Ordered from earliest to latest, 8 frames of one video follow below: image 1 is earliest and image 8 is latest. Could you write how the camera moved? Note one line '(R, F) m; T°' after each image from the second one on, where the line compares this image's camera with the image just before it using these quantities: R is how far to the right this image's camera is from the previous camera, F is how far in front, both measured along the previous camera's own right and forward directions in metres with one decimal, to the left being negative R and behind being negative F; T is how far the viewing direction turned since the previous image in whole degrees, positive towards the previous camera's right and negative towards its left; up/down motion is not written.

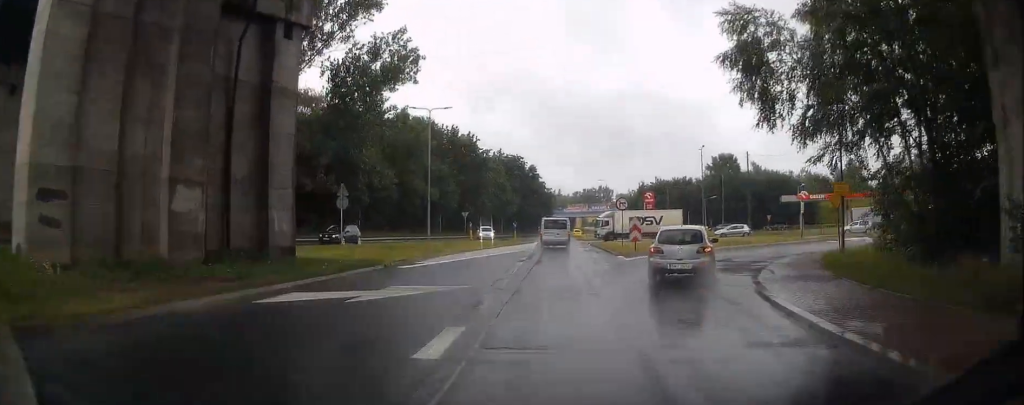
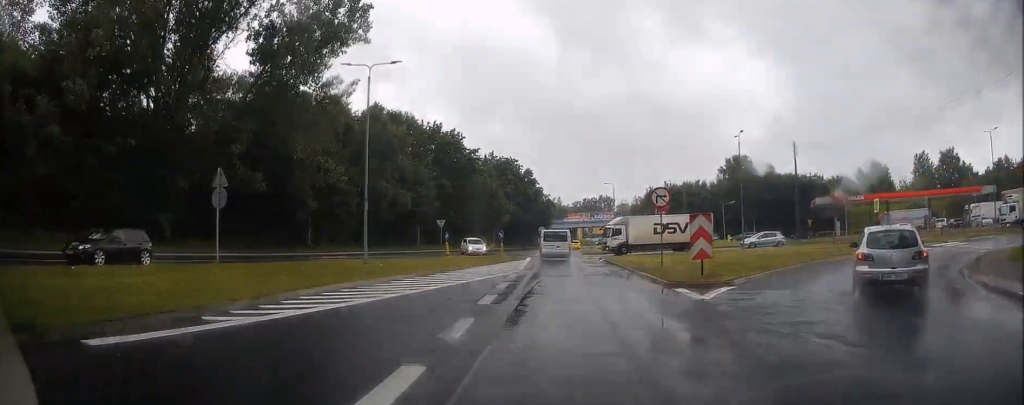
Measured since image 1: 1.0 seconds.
(+0.1, +14.3) m; +1°
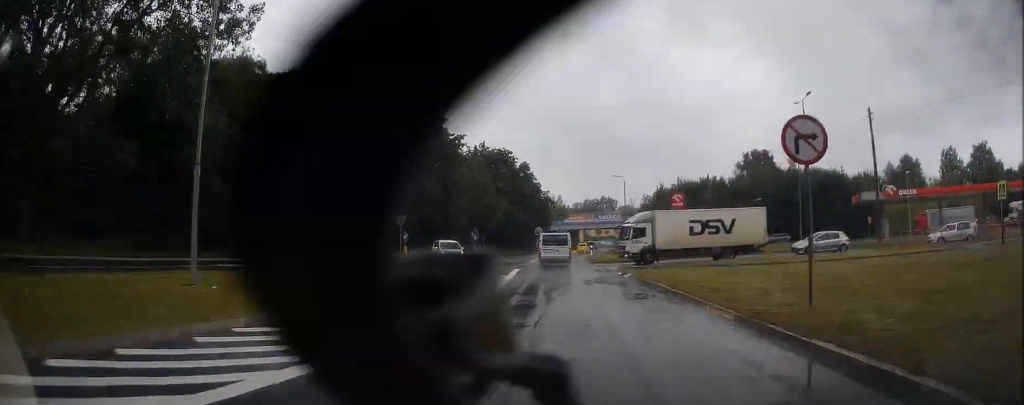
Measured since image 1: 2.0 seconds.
(0.0, +14.1) m; 0°
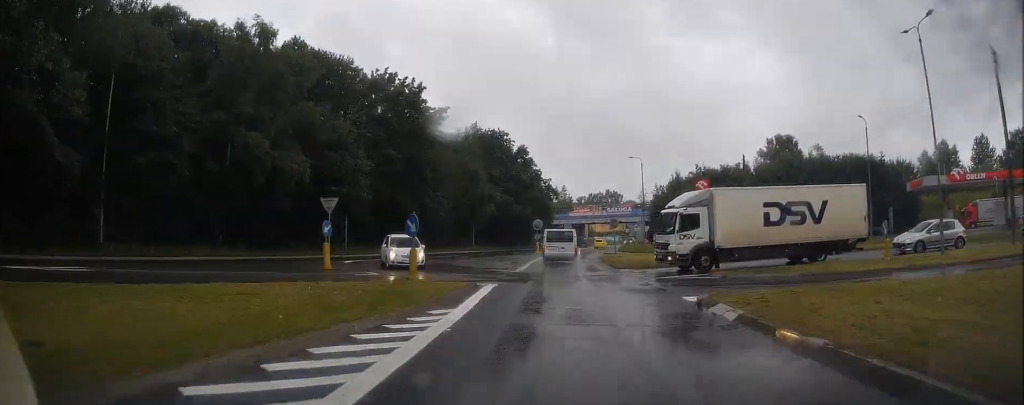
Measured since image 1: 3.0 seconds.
(0.0, +13.3) m; 0°
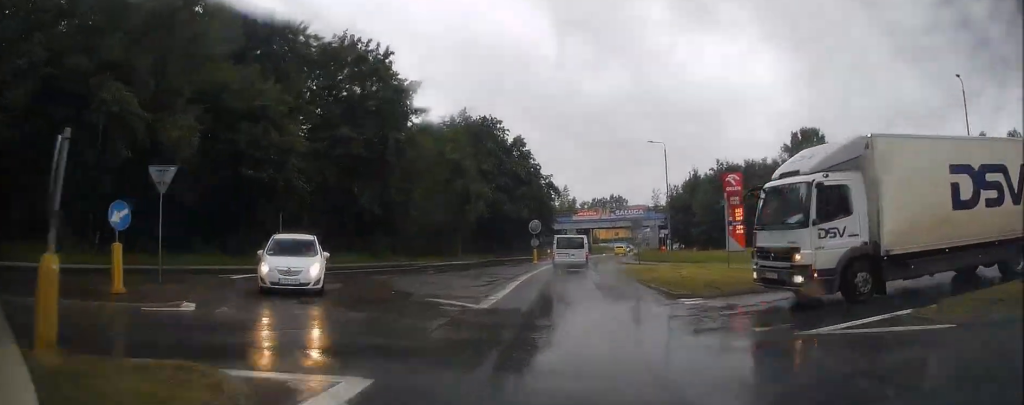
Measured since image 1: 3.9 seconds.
(0.0, +12.7) m; 0°
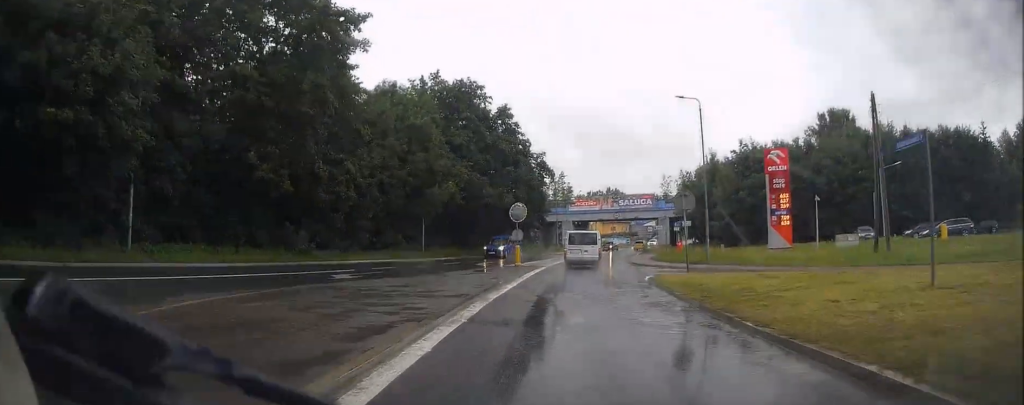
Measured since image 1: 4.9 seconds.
(-0.1, +14.4) m; +1°
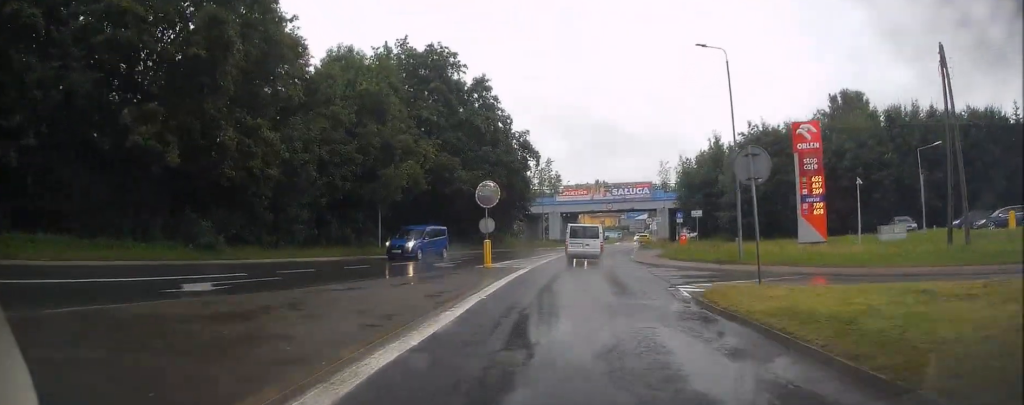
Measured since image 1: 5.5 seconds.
(0.0, +8.7) m; +2°
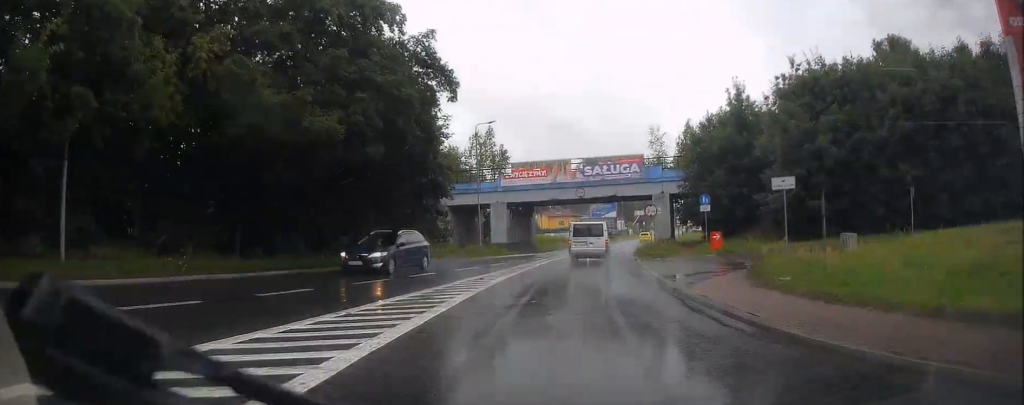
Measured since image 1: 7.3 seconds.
(+1.0, +24.7) m; +4°
